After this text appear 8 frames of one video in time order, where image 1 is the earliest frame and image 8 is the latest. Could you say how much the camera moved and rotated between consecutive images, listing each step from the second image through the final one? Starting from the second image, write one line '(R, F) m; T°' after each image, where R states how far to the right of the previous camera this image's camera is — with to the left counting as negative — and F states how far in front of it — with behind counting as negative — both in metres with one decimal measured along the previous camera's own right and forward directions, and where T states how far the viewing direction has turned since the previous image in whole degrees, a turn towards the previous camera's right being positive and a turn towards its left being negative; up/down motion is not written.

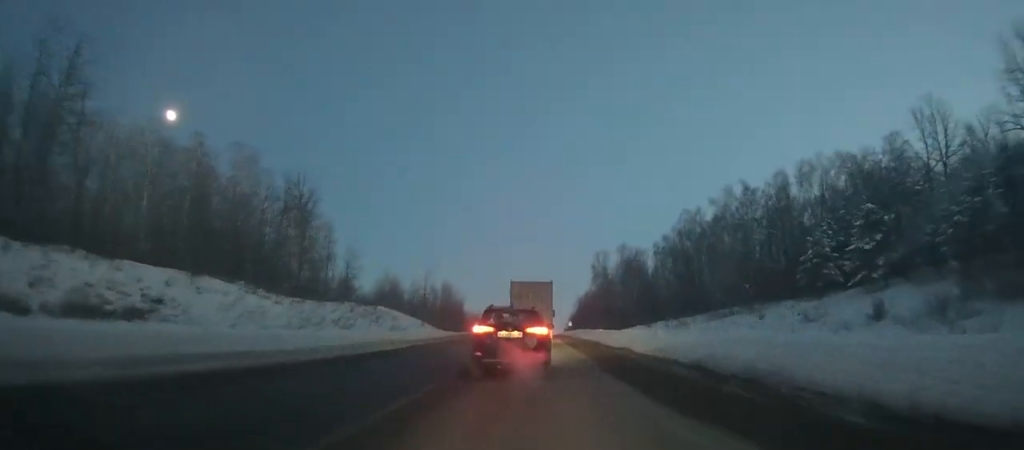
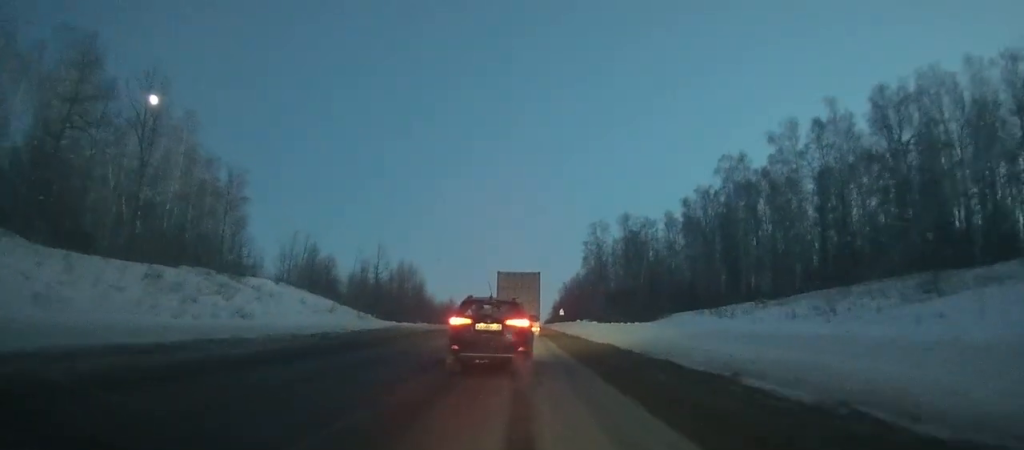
(+0.2, +37.5) m; 0°
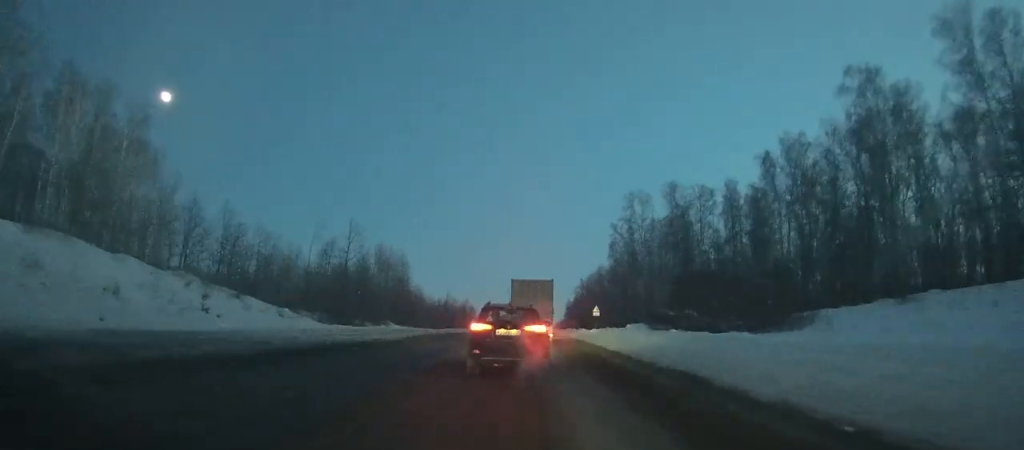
(-0.4, +36.1) m; 0°
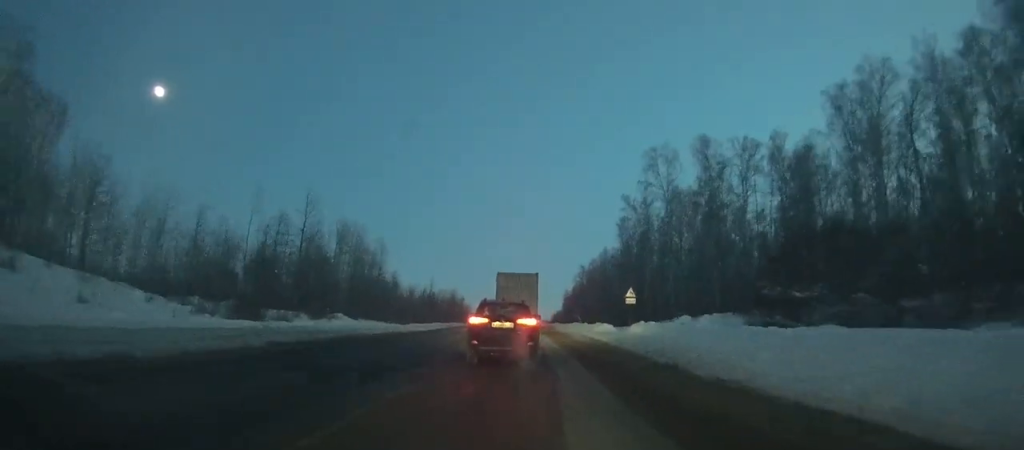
(+0.2, +23.0) m; +1°
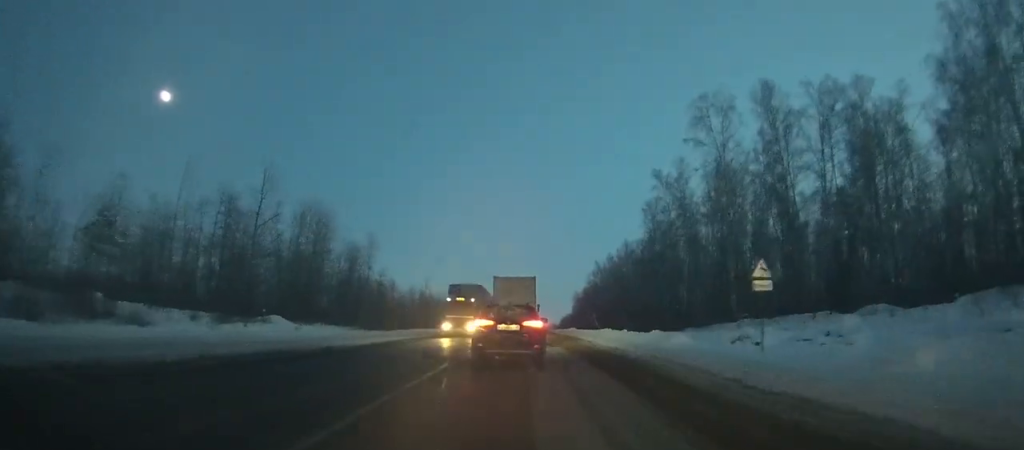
(+0.1, +20.1) m; 0°
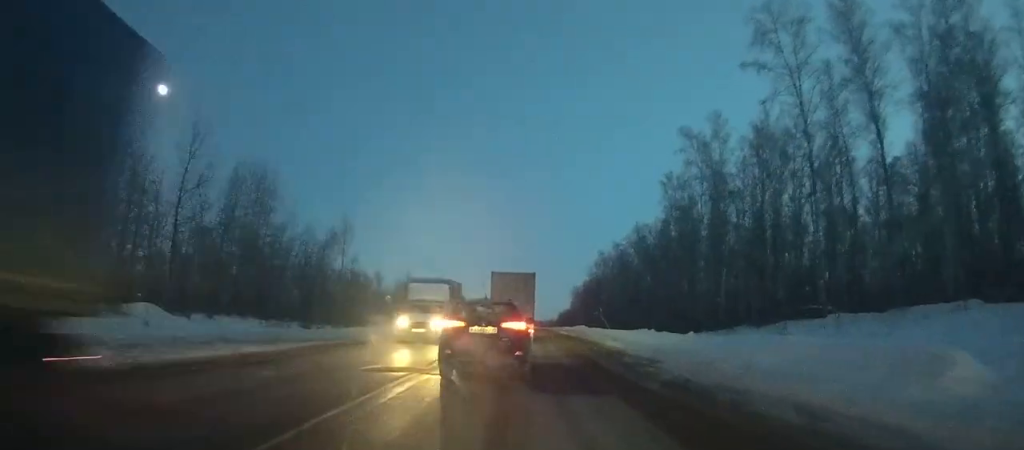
(-0.1, +17.7) m; -1°
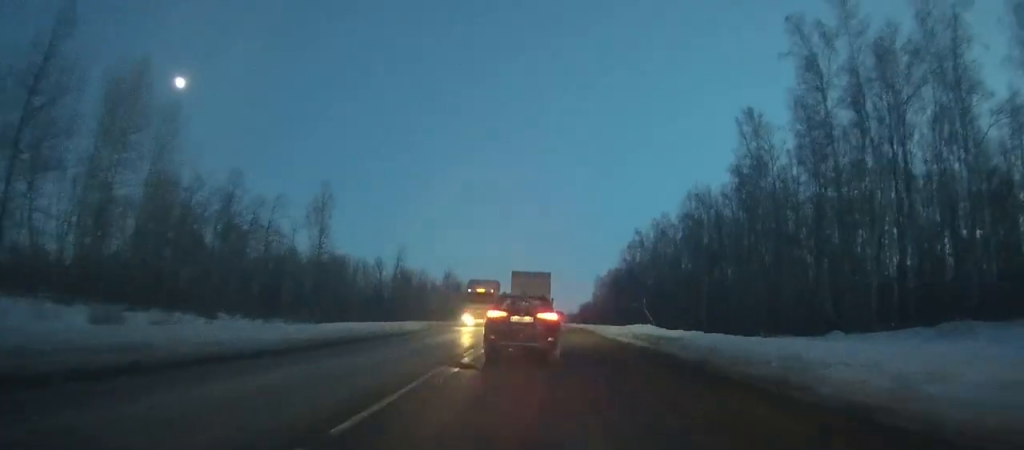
(-0.3, +28.6) m; 0°
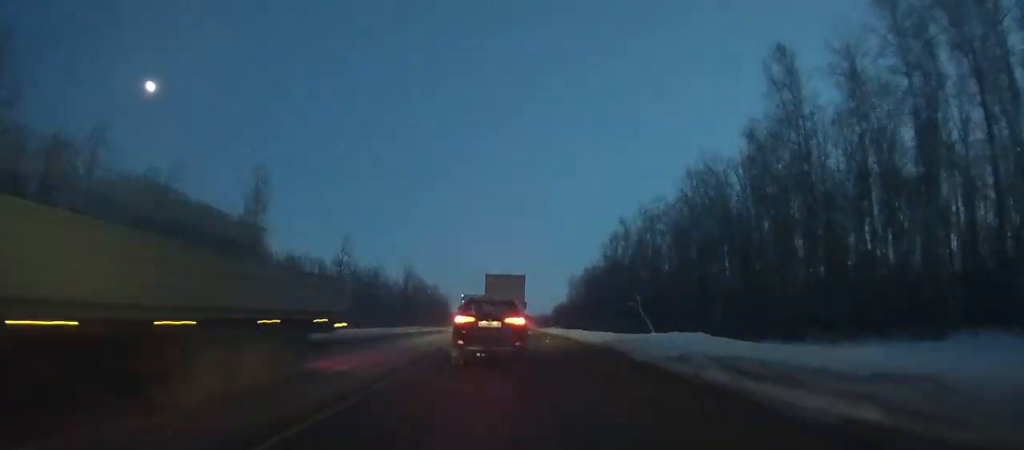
(0.0, +16.0) m; 0°
